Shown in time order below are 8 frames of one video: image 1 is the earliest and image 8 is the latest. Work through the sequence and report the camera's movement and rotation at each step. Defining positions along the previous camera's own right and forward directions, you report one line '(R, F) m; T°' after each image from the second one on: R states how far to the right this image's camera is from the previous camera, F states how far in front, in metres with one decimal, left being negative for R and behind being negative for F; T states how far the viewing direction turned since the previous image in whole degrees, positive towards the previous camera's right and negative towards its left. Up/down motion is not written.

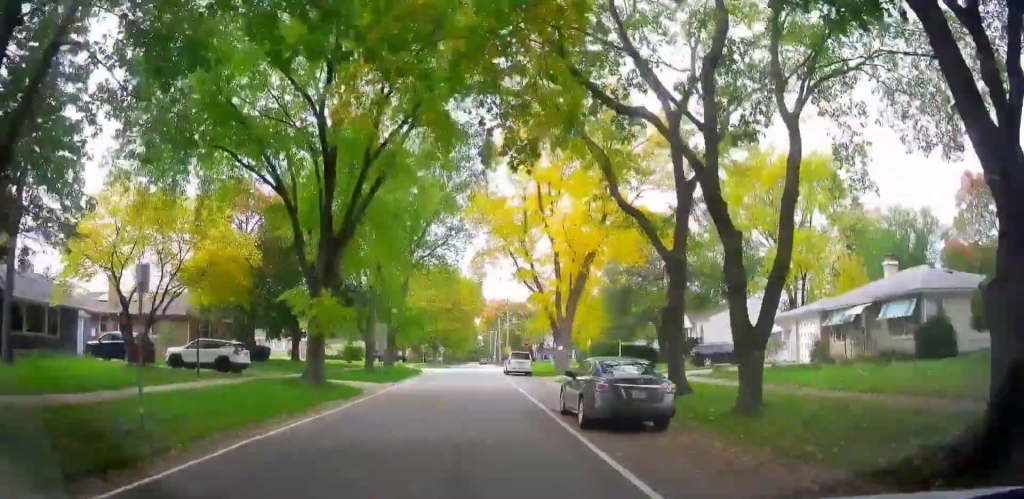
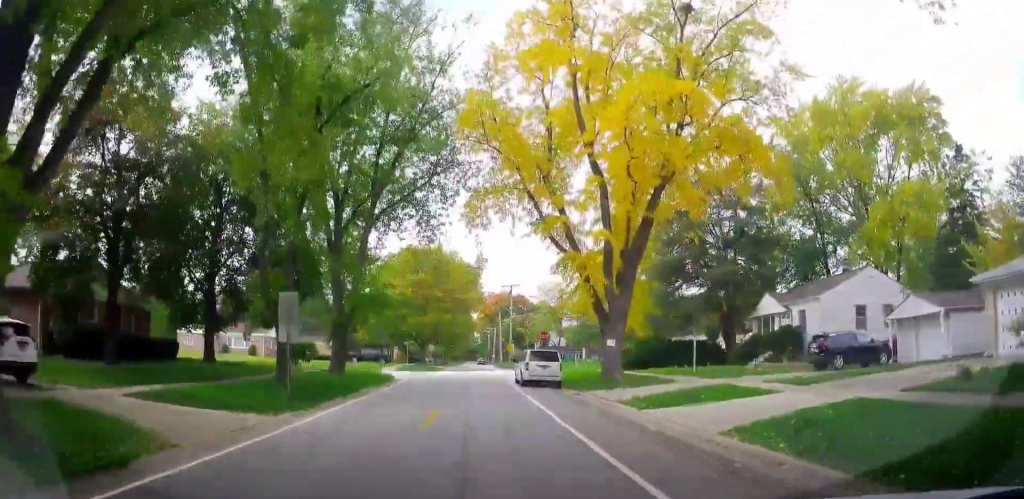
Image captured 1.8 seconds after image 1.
(-0.3, +16.5) m; -3°
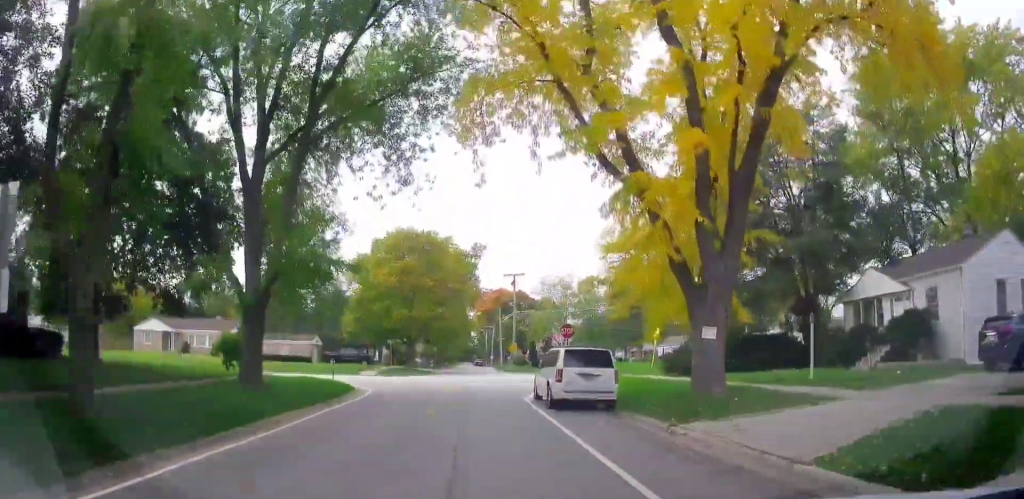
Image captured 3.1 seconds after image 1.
(+0.2, +11.2) m; 0°
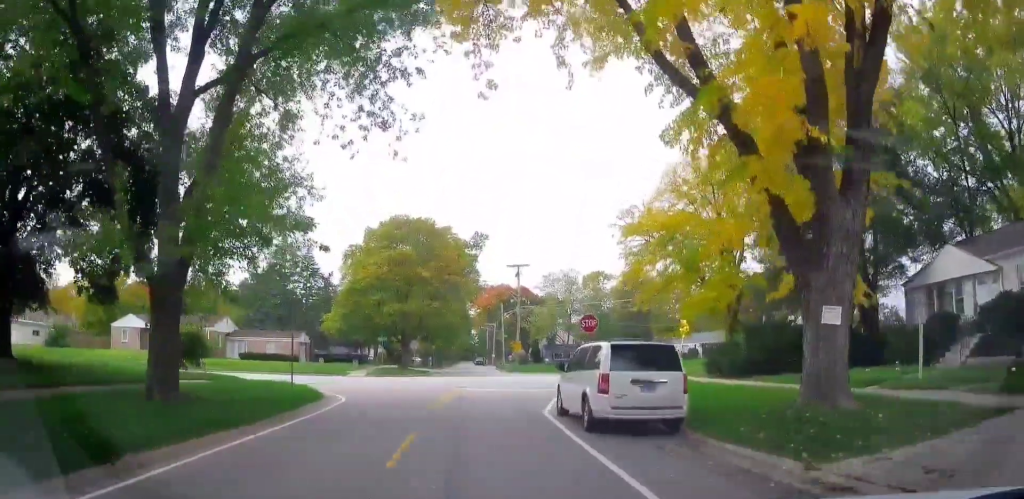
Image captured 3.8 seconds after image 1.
(-0.1, +5.3) m; 0°
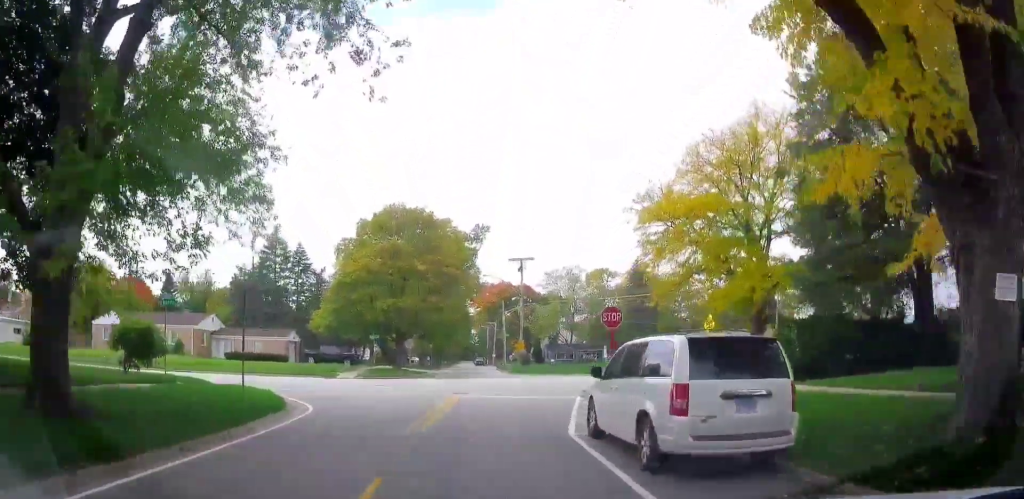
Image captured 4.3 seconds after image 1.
(+0.1, +3.7) m; +2°
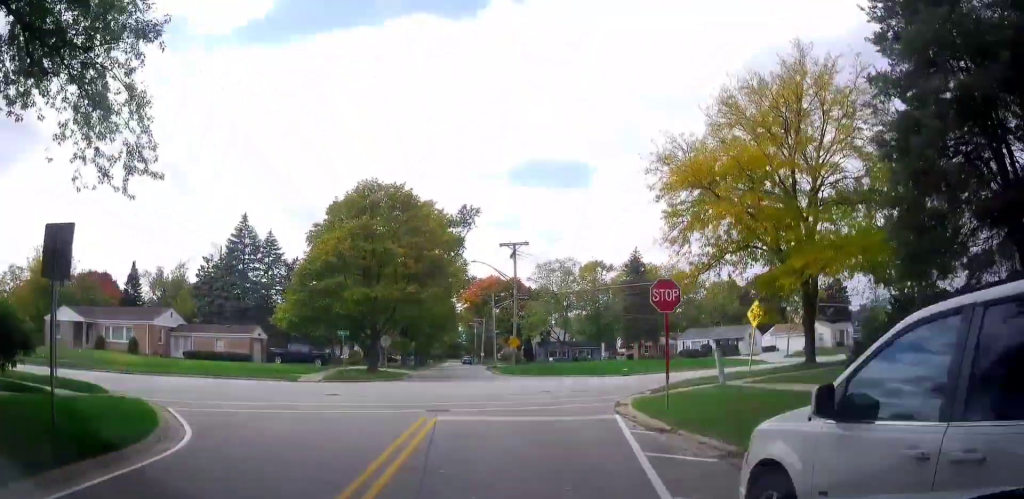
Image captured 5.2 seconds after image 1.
(+0.1, +6.5) m; +2°
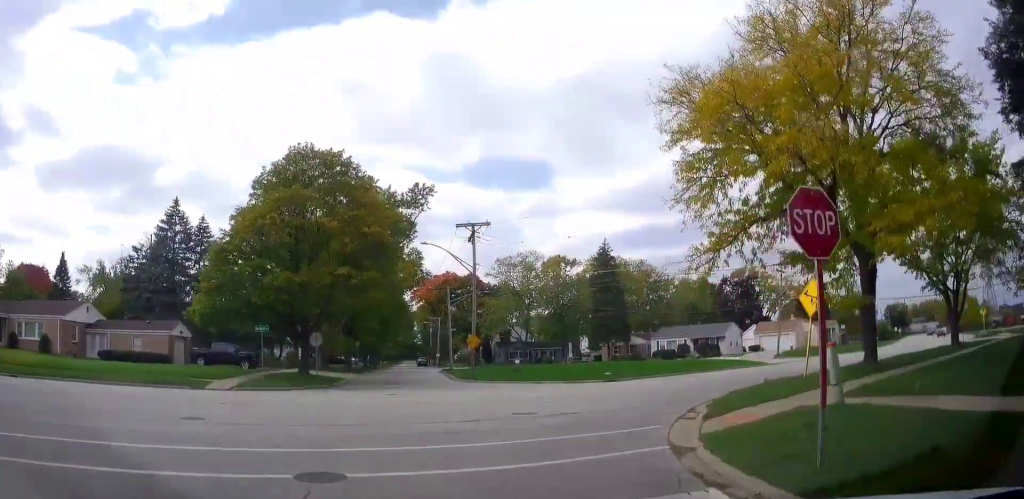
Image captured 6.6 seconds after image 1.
(0.0, +7.4) m; 0°
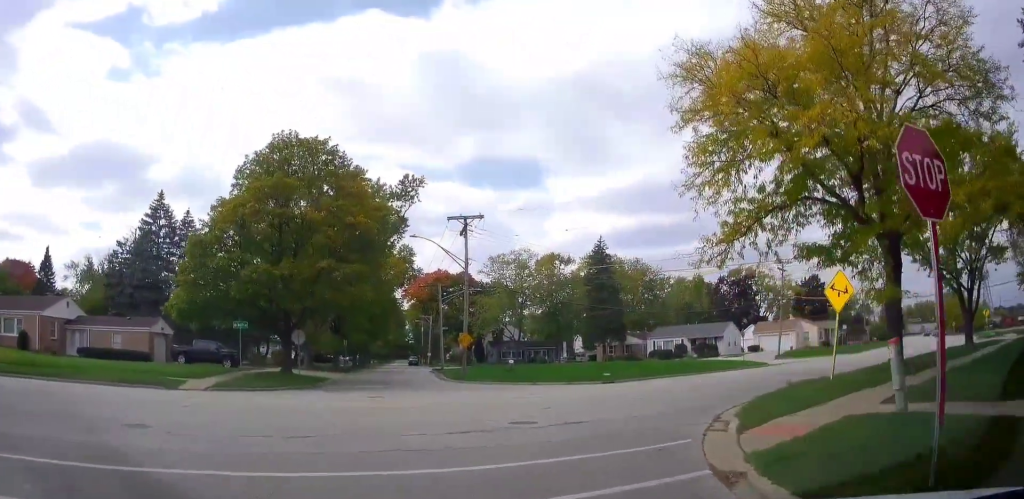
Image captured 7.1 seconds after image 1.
(0.0, +1.8) m; 0°
